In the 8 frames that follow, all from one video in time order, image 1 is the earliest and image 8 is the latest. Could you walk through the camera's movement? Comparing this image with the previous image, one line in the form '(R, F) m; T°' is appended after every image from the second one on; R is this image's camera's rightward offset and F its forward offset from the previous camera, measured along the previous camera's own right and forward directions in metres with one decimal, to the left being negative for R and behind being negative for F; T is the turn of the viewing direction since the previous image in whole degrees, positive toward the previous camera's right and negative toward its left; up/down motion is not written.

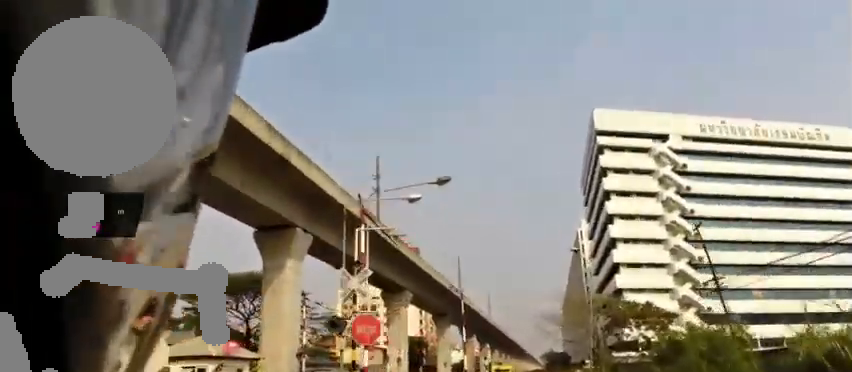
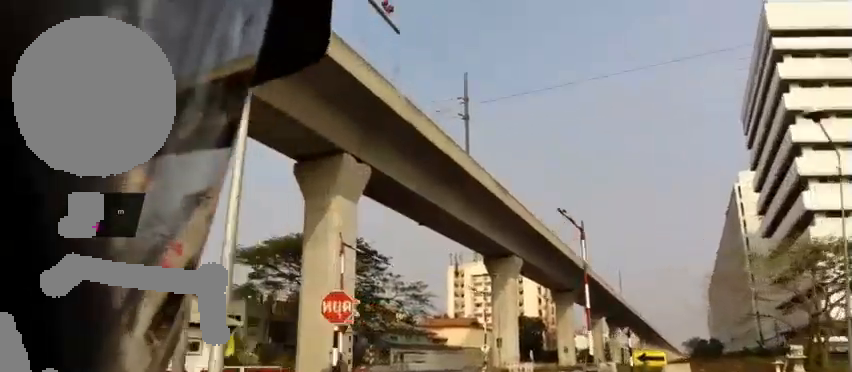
(-0.7, +17.9) m; -5°
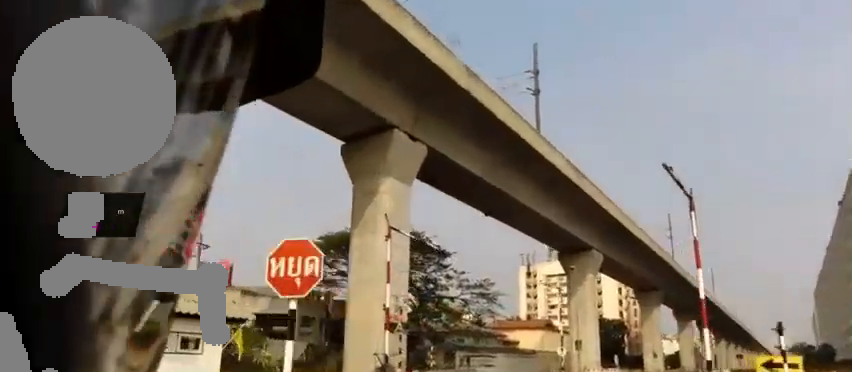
(0.0, +4.7) m; 0°
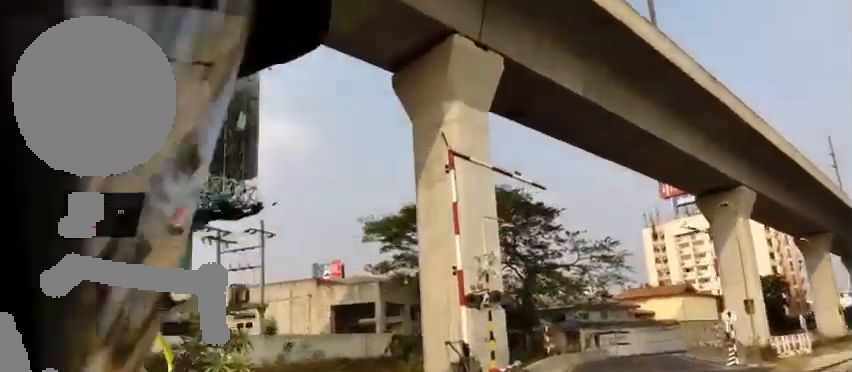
(-0.1, +7.5) m; -5°
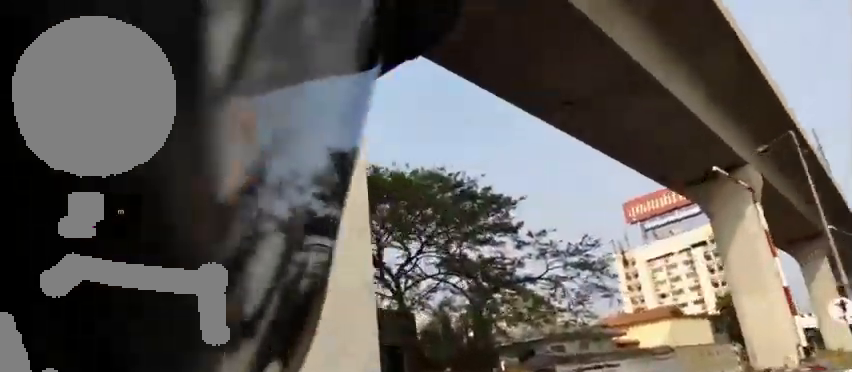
(-1.3, +11.3) m; -22°
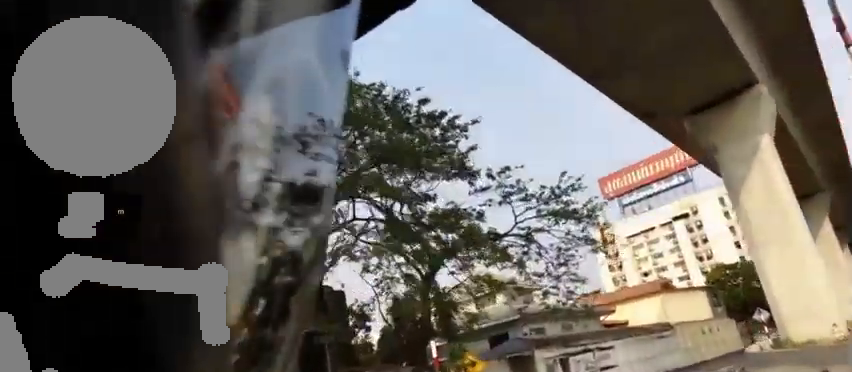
(-1.3, +6.8) m; -13°
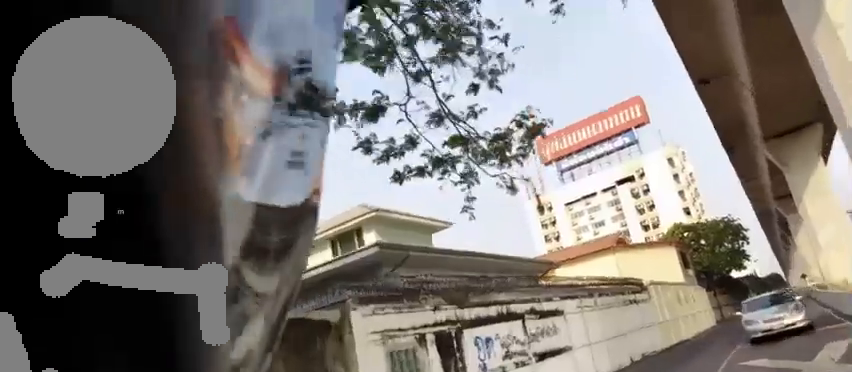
(-0.5, +14.1) m; +9°
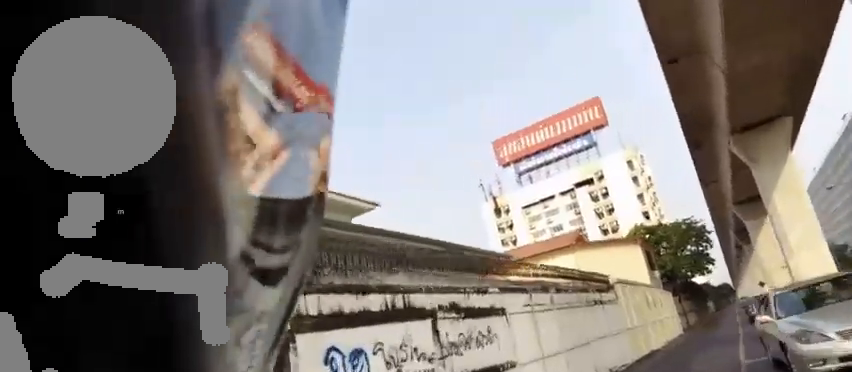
(+0.4, +4.7) m; +8°
